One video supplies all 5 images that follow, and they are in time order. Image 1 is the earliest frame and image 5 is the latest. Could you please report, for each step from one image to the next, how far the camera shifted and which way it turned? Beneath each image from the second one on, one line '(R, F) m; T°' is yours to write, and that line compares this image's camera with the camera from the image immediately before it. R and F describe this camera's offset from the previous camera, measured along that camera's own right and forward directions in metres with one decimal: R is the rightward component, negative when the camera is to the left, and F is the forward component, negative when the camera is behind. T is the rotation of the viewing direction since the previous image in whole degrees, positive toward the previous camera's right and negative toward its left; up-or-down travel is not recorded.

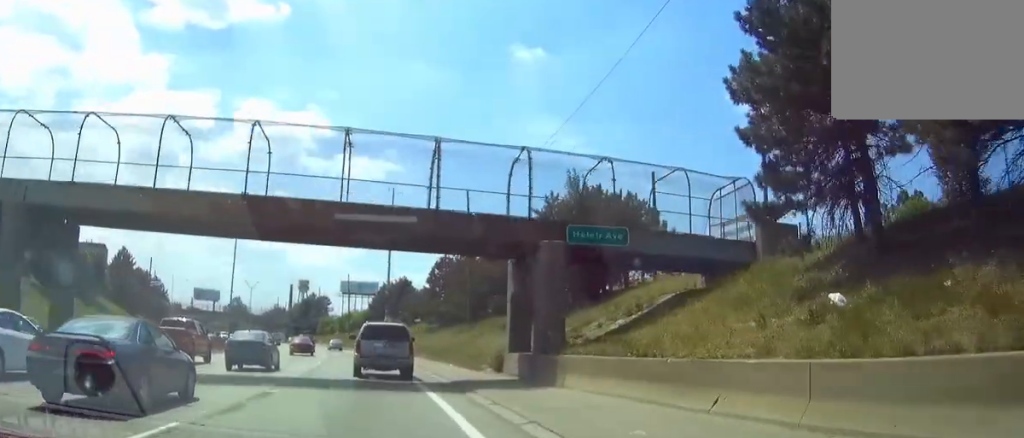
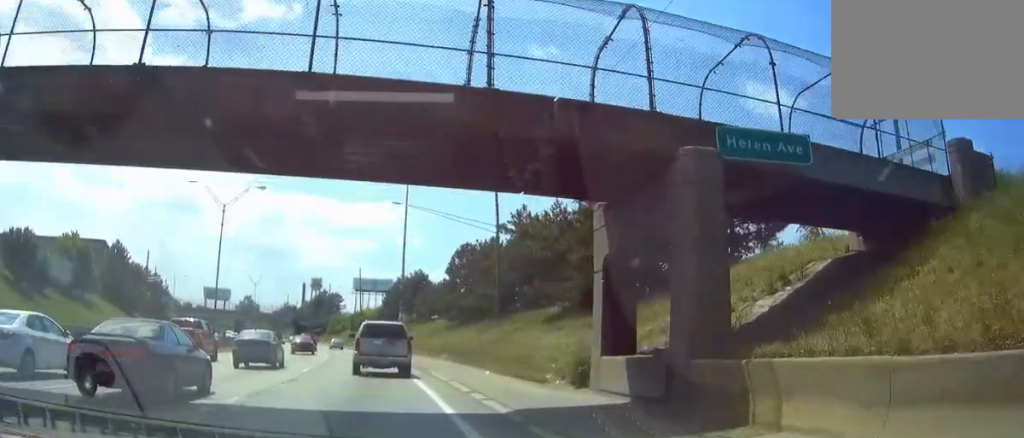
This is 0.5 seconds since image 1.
(-0.3, +10.4) m; -2°
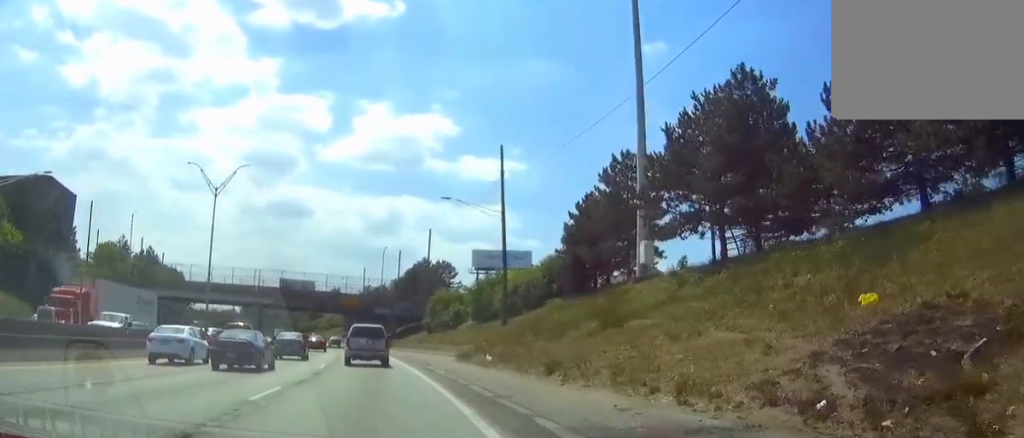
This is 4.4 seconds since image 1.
(-7.4, +89.9) m; -9°
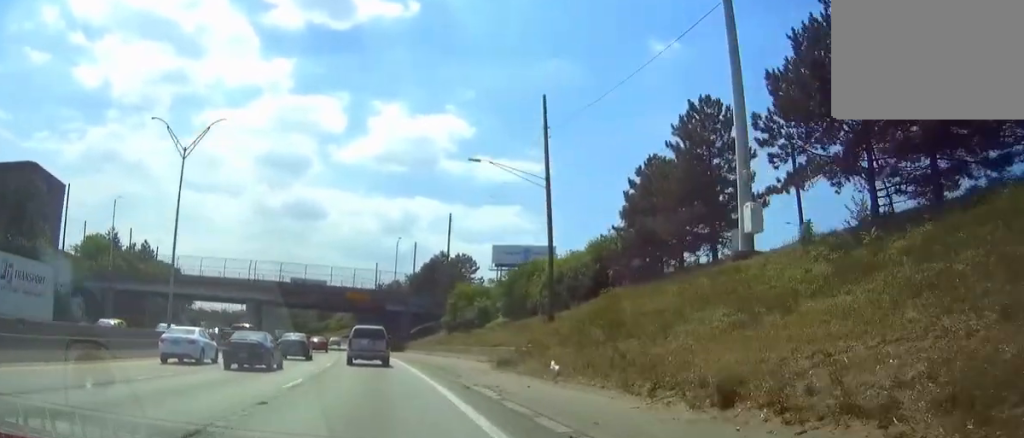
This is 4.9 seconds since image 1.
(-0.1, +11.9) m; -1°
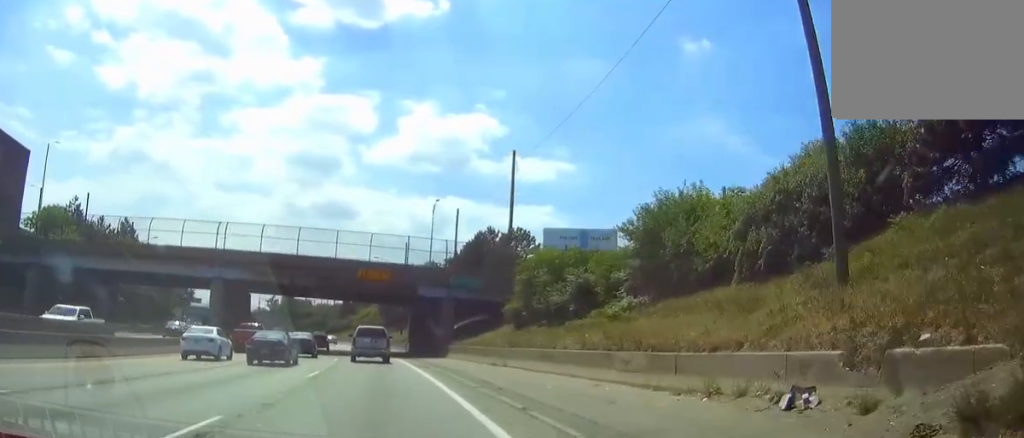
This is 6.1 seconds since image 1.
(-0.6, +26.0) m; -3°
